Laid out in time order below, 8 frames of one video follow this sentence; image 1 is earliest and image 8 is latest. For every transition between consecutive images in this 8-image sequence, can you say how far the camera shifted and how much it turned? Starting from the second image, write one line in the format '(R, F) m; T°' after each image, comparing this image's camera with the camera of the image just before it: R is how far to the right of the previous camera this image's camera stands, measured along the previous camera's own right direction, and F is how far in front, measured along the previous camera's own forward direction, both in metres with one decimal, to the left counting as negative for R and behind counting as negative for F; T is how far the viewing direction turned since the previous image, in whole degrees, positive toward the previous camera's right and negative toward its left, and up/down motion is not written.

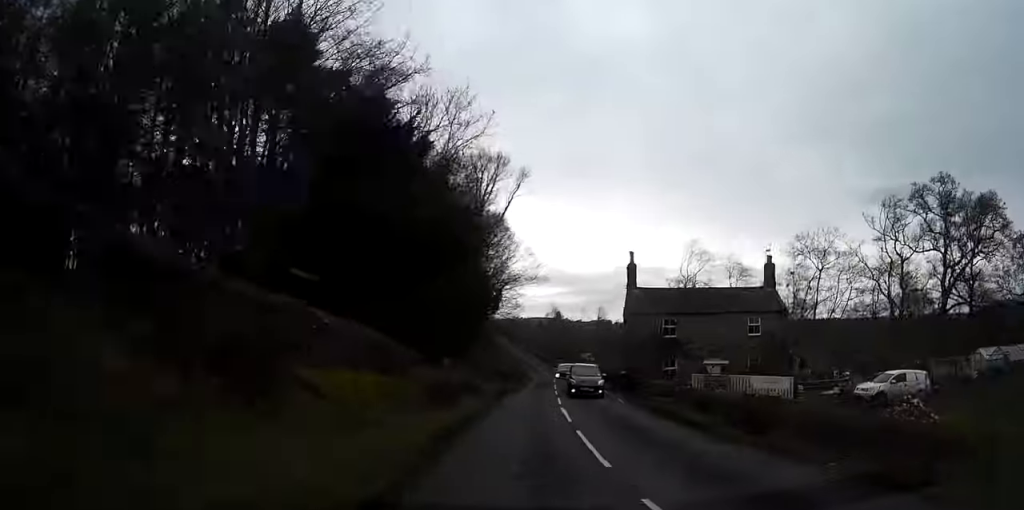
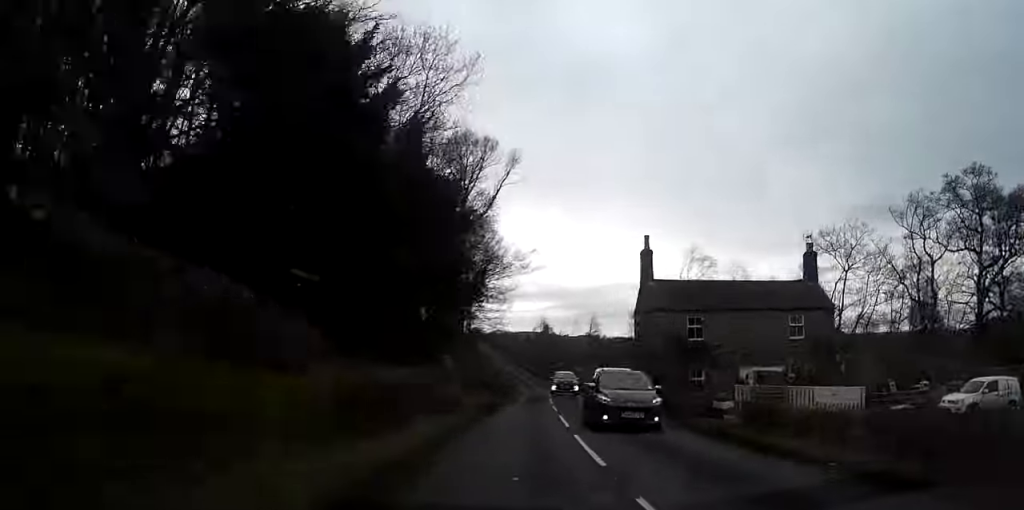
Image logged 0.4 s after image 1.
(0.0, +9.1) m; 0°
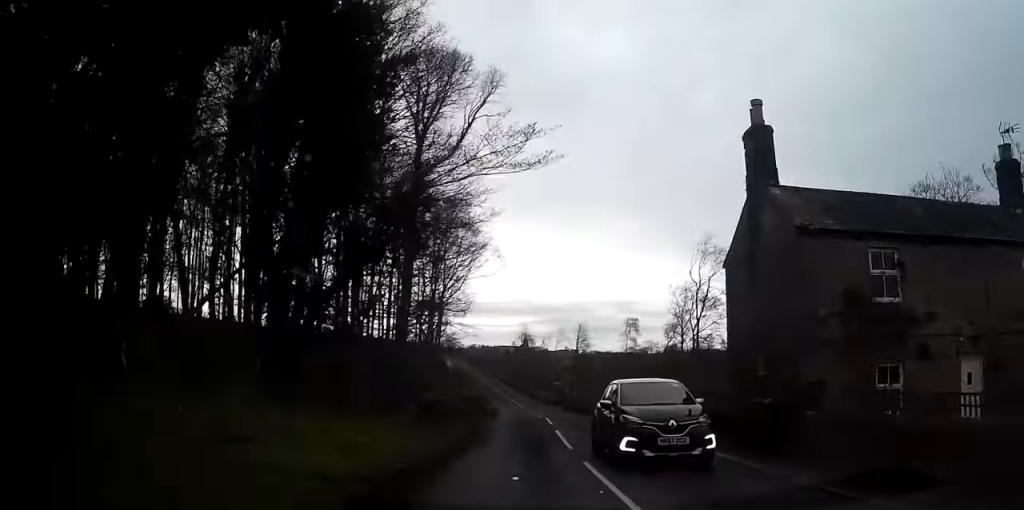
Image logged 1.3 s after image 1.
(+0.1, +21.3) m; +1°
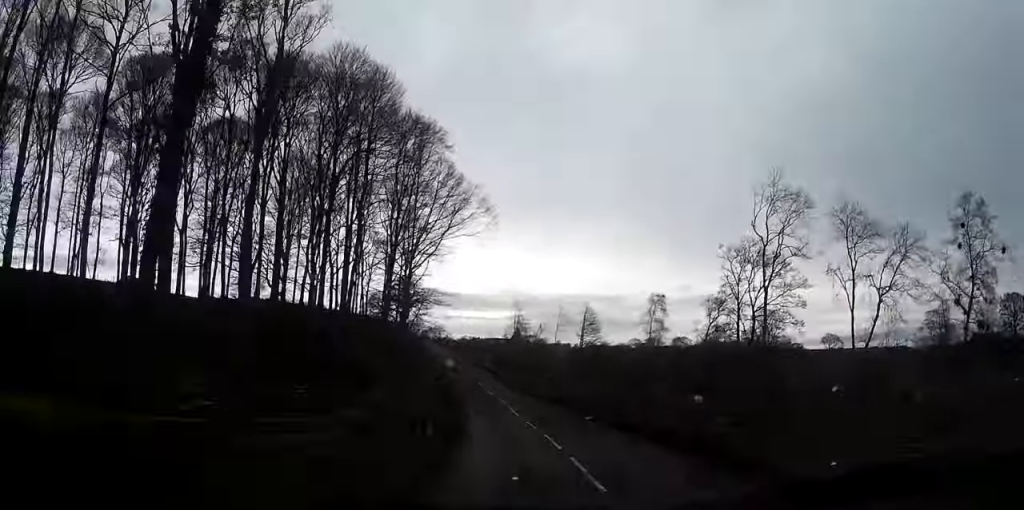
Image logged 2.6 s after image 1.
(+0.5, +33.1) m; +1°
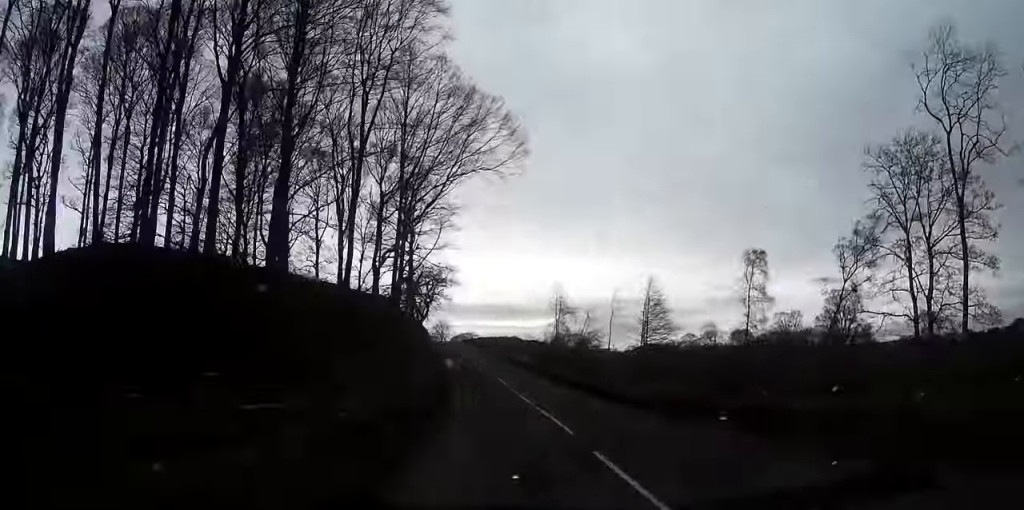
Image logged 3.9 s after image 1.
(-0.1, +33.4) m; -2°
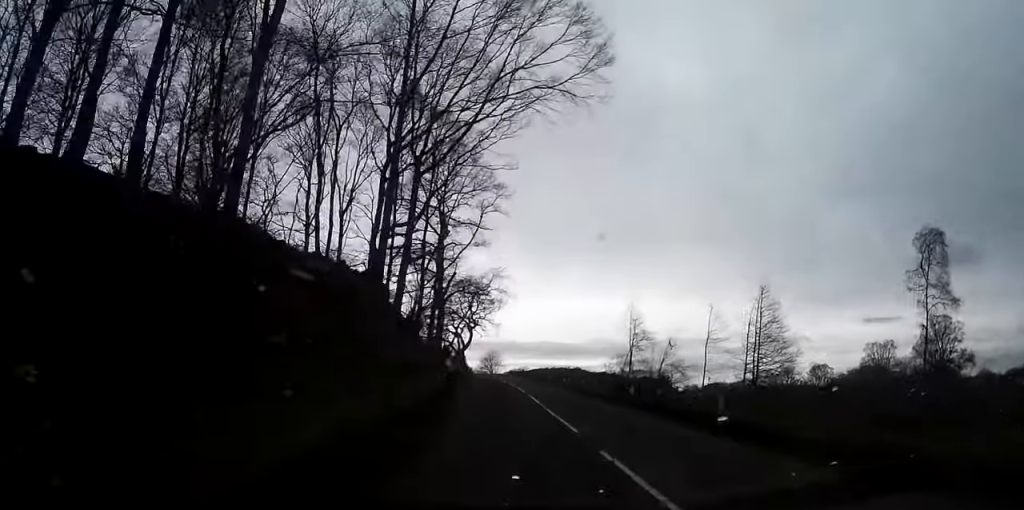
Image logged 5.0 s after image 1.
(-0.9, +28.5) m; -3°
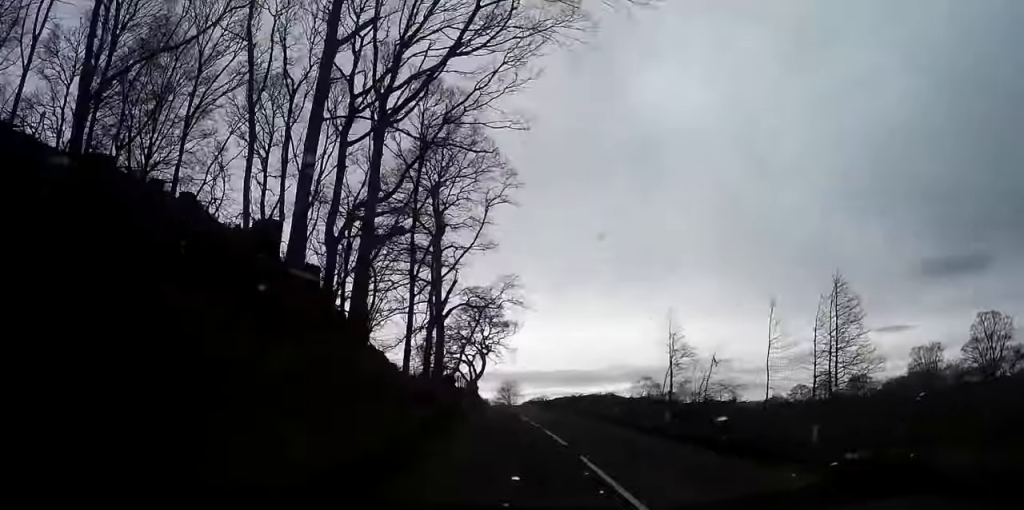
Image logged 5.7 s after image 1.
(-0.3, +16.1) m; -2°
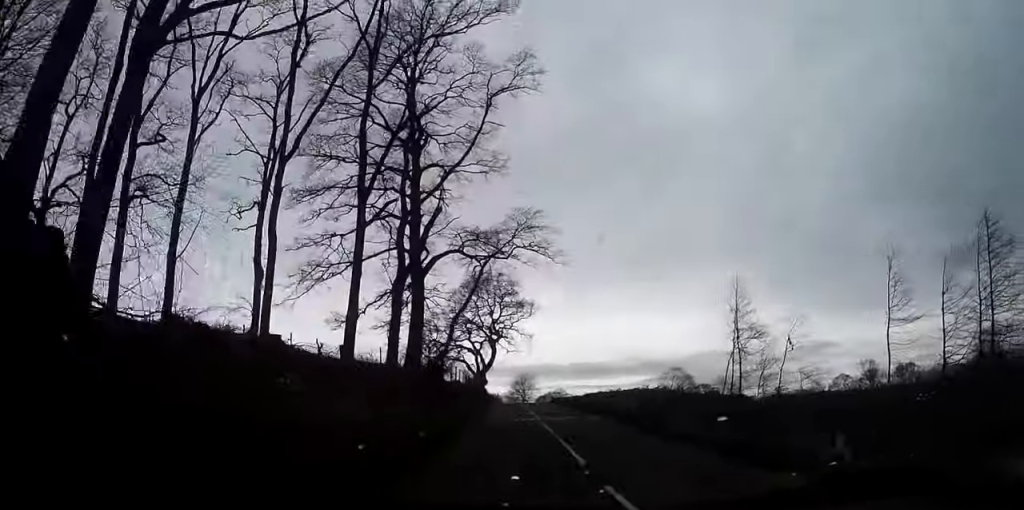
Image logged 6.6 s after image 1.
(-0.3, +22.2) m; -1°
